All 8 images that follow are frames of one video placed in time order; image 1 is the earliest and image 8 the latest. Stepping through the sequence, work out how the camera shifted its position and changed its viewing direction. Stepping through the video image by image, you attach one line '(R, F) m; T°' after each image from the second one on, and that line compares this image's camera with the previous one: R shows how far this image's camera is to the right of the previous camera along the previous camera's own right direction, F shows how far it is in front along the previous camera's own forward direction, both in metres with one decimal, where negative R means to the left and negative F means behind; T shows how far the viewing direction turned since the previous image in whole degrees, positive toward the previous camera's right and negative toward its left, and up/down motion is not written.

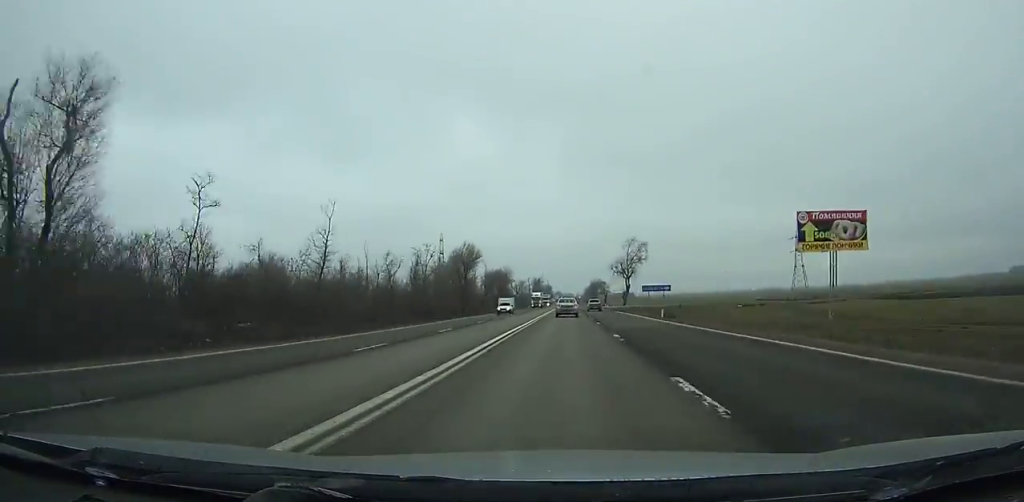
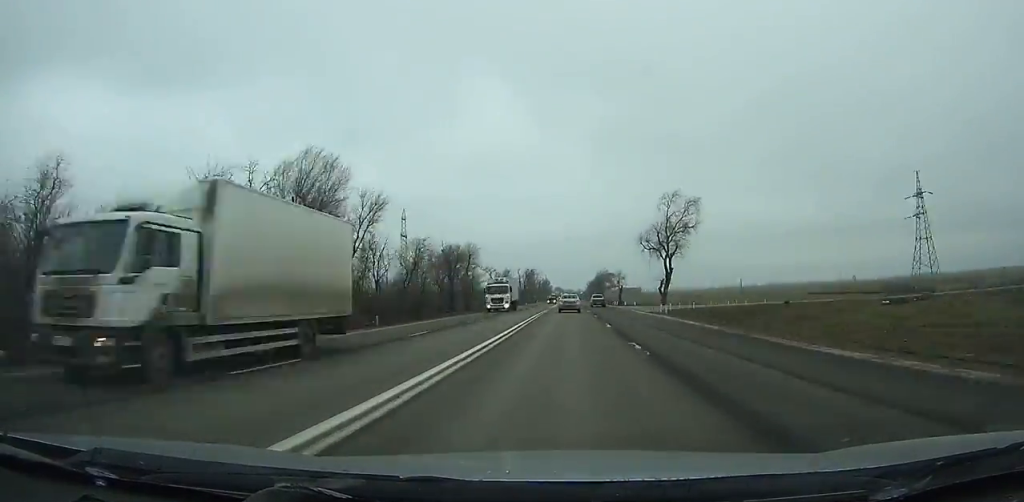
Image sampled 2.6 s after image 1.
(+0.2, +65.8) m; 0°
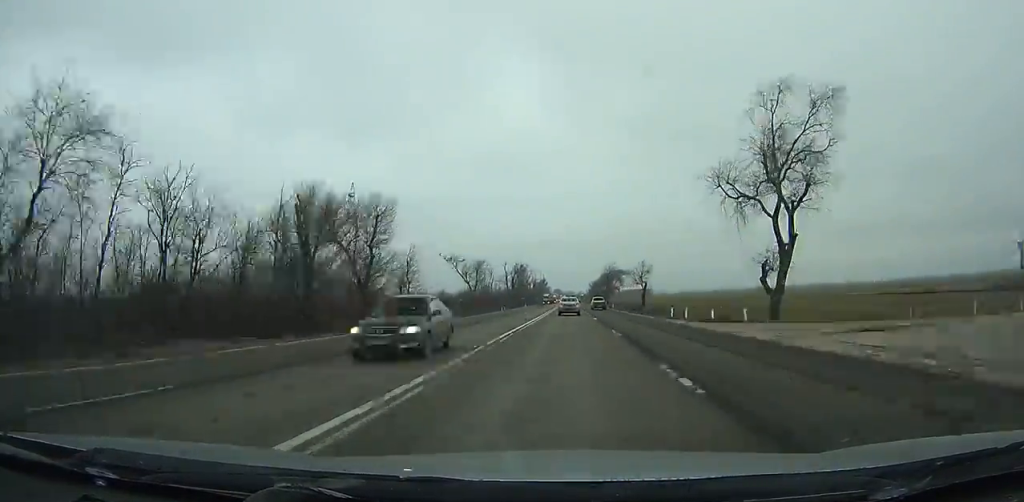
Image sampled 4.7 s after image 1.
(-0.2, +53.4) m; 0°
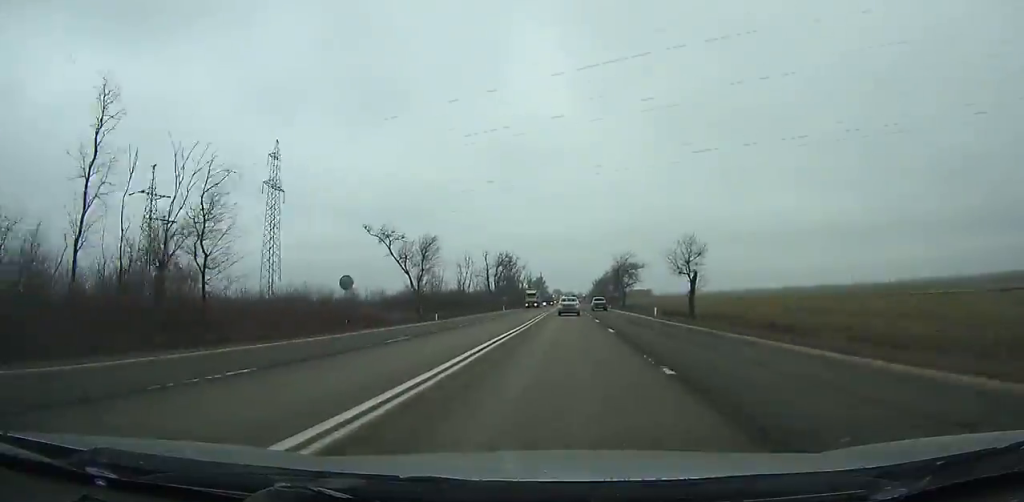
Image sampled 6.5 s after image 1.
(0.0, +45.9) m; 0°
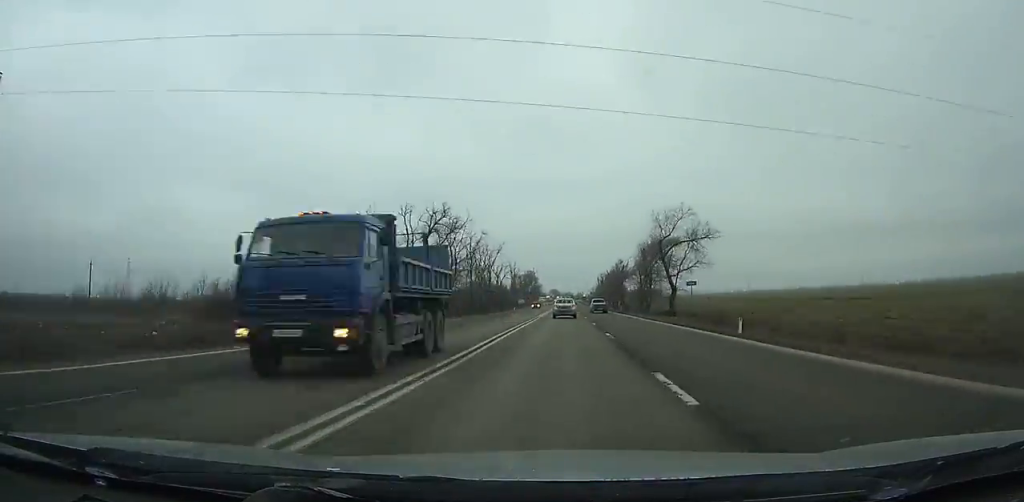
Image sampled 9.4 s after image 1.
(0.0, +74.1) m; 0°
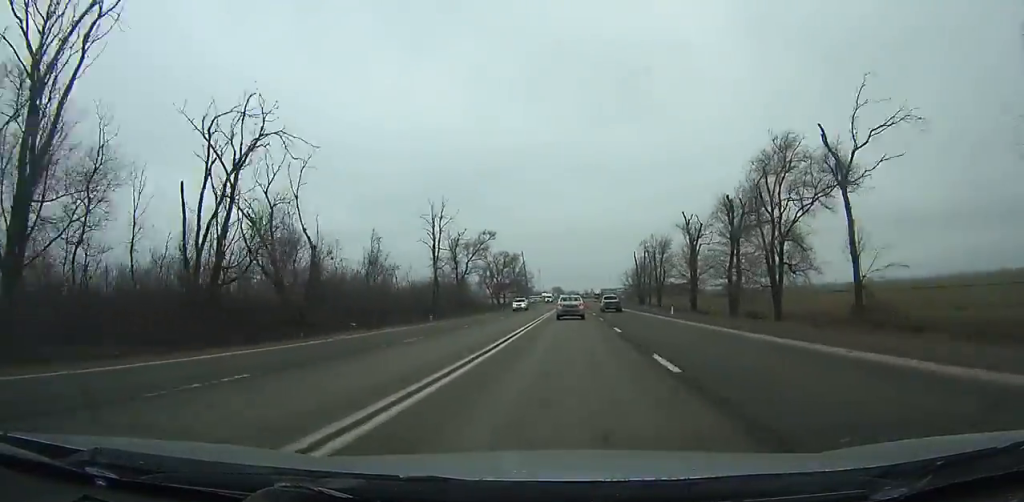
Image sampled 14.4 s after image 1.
(-0.2, +126.3) m; 0°
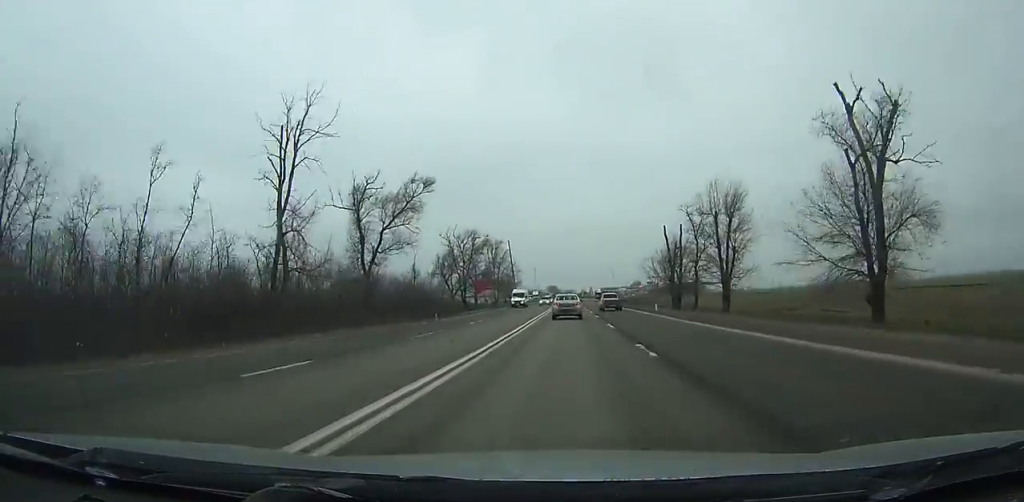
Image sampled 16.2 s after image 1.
(+0.2, +44.3) m; 0°
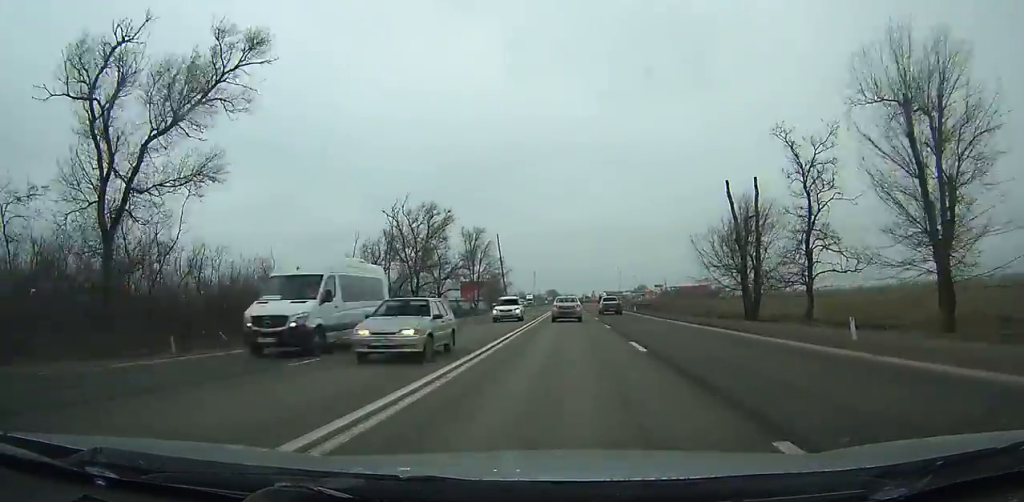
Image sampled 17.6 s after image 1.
(0.0, +34.3) m; 0°
